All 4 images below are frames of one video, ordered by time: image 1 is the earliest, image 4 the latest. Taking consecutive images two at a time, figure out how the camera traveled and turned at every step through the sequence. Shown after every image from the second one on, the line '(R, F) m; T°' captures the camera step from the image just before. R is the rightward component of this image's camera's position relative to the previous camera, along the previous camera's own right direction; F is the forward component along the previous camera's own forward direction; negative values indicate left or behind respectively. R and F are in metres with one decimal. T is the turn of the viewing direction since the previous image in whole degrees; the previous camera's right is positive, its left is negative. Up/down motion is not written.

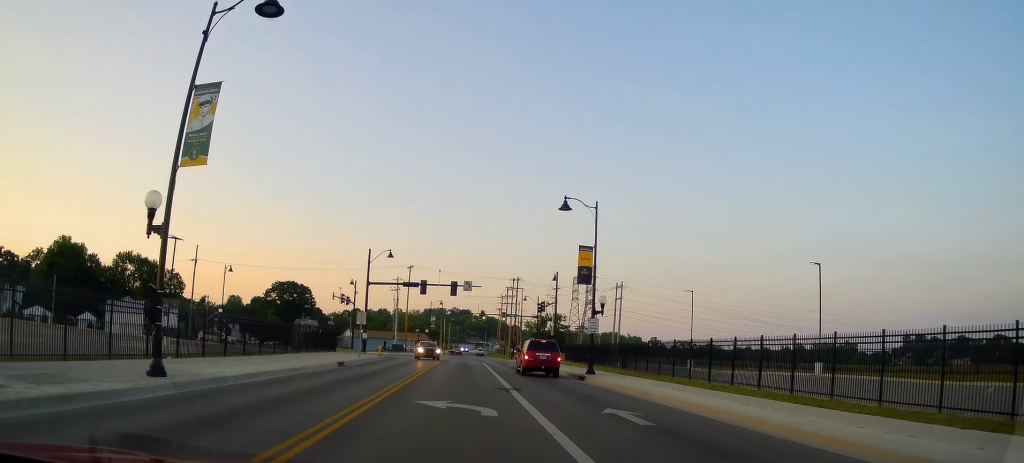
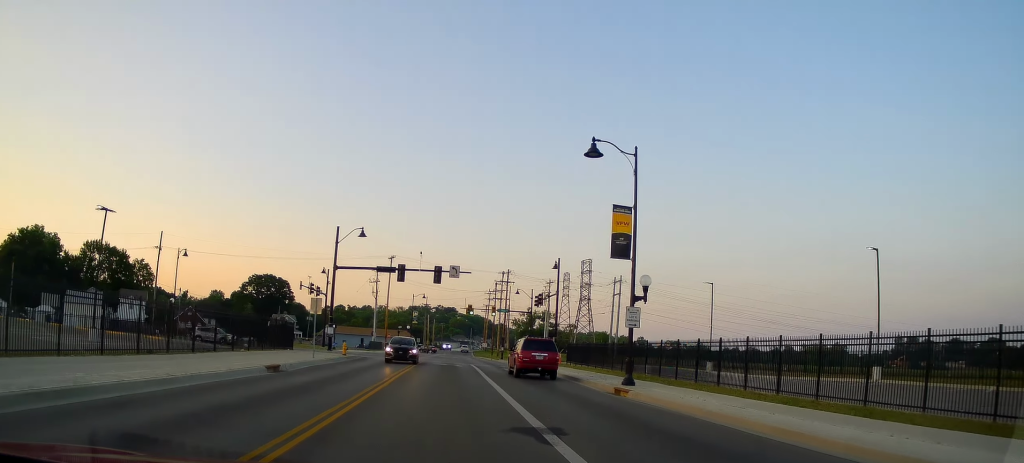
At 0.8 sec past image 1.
(+0.3, +9.1) m; +1°
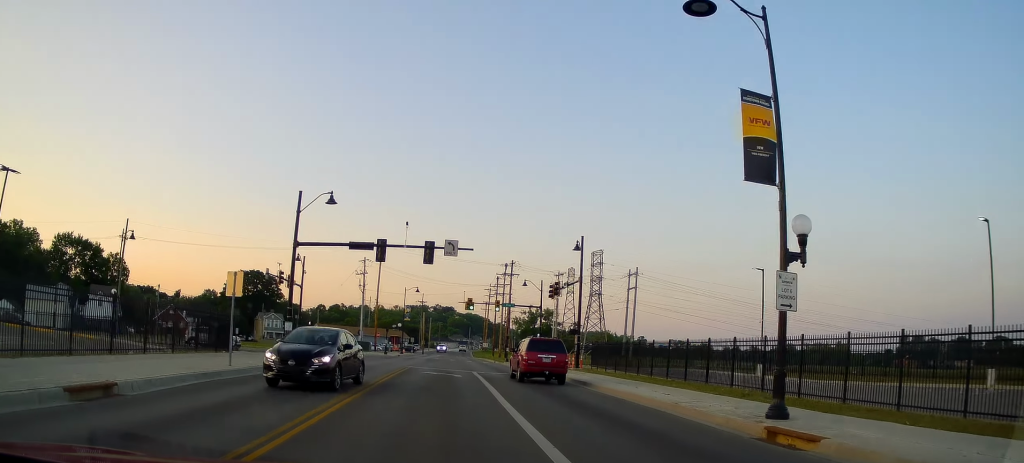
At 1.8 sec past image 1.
(-0.3, +10.6) m; -1°
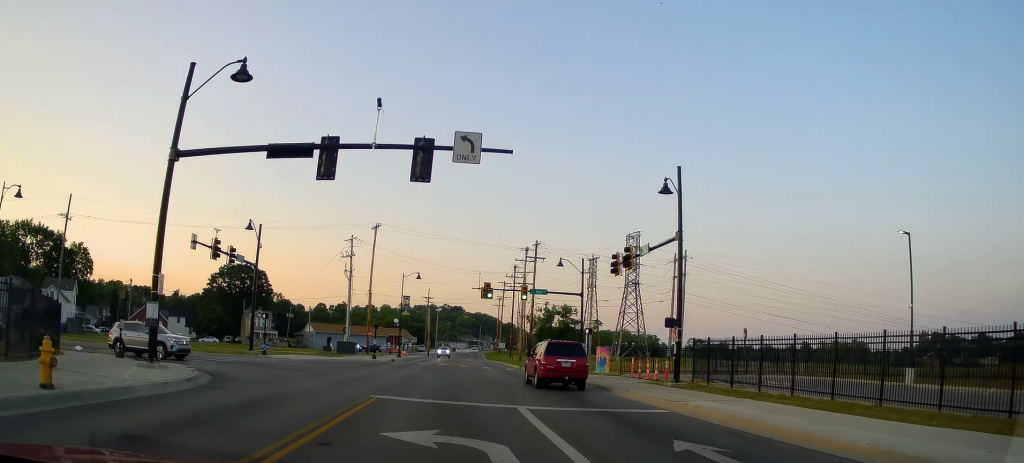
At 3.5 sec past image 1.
(+0.2, +15.2) m; +4°
